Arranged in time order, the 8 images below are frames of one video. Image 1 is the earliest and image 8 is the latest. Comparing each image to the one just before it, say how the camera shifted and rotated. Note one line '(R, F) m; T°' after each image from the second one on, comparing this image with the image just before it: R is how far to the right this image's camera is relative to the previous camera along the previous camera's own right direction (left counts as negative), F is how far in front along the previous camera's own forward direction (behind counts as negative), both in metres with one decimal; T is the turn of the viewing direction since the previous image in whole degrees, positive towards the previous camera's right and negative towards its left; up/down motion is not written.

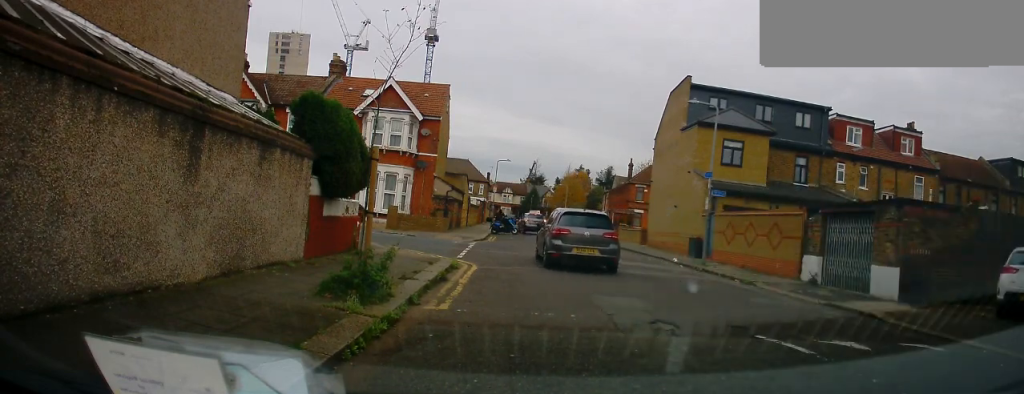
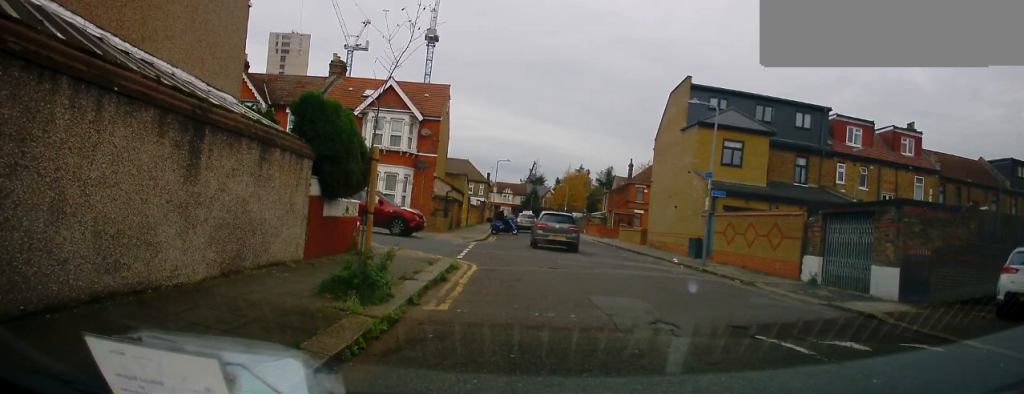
(0.0, 0.0) m; 0°
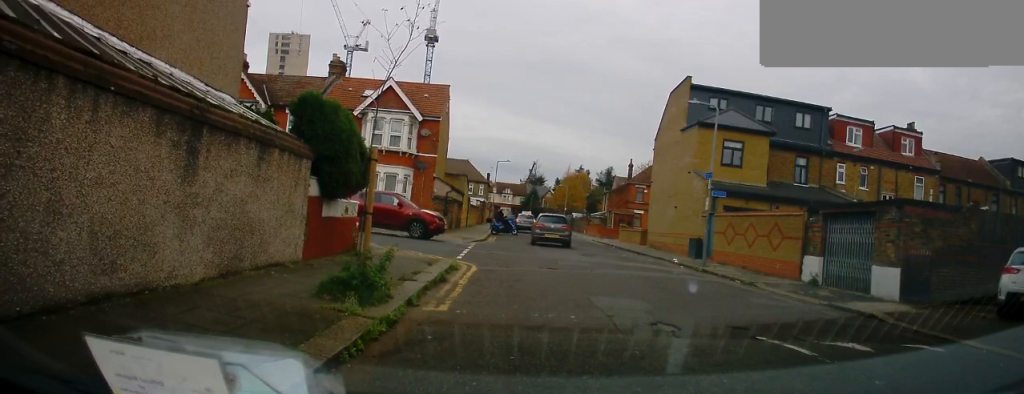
(0.0, 0.0) m; 0°
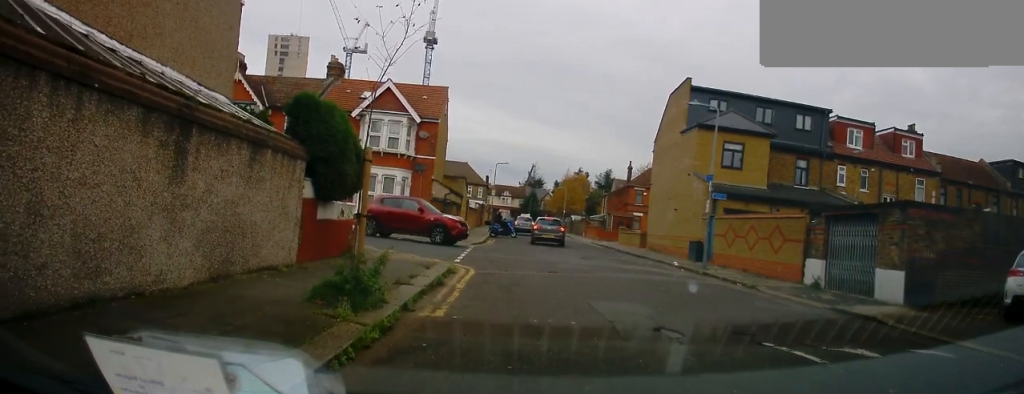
(-0.1, +0.2) m; 0°
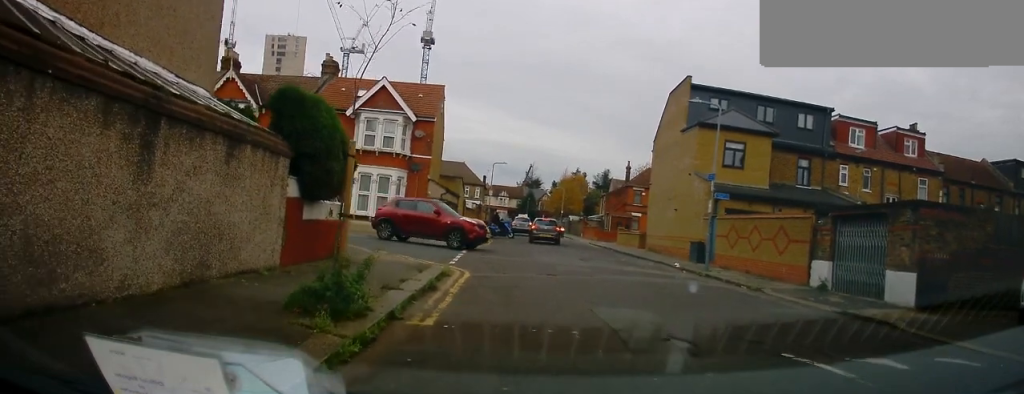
(-0.1, +0.3) m; 0°
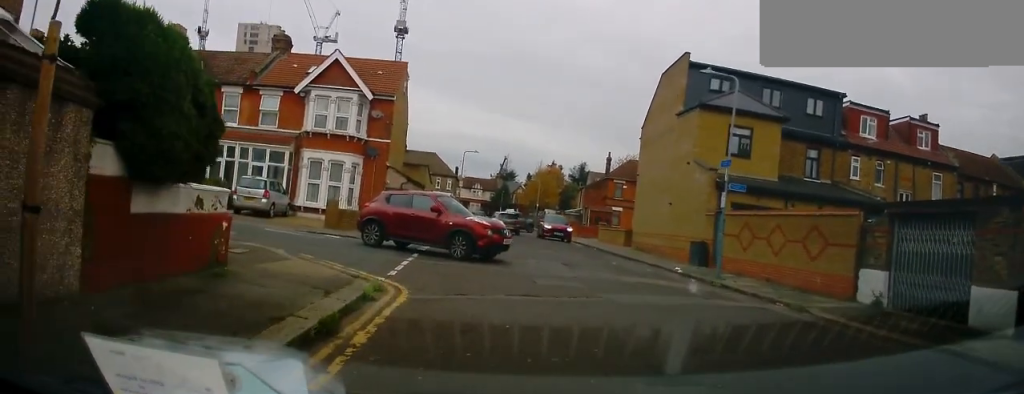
(+0.1, +3.1) m; 0°
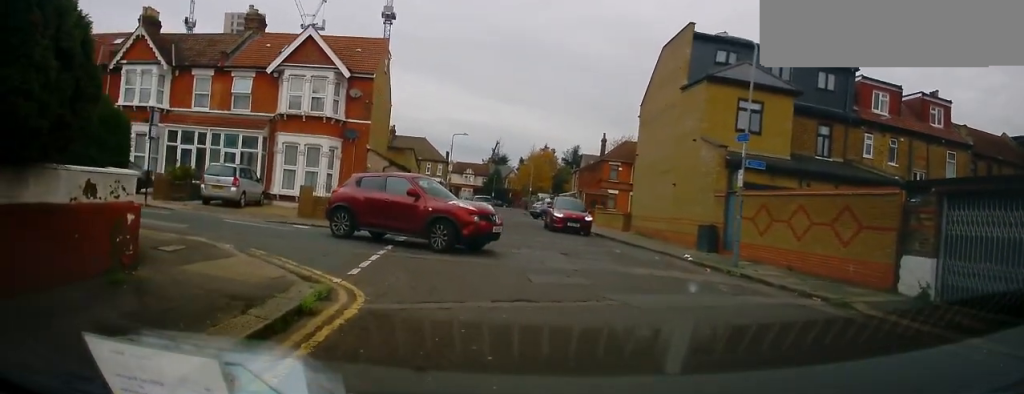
(-0.1, +2.2) m; -1°
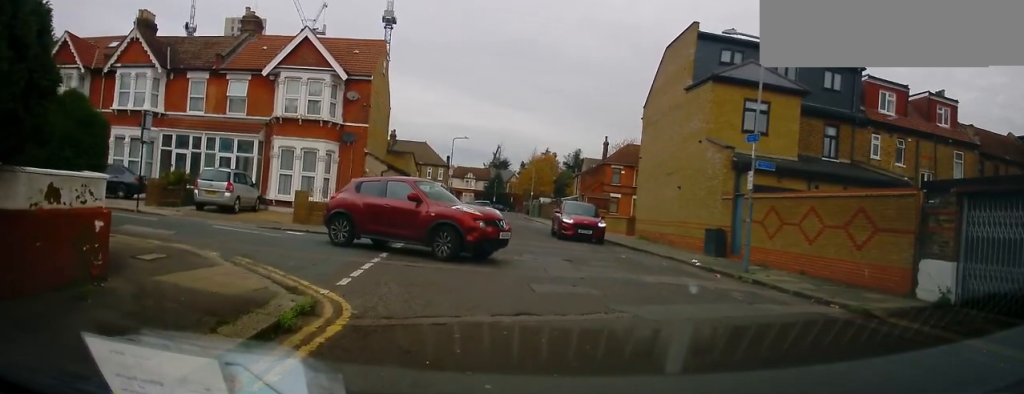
(+0.1, +0.7) m; 0°
